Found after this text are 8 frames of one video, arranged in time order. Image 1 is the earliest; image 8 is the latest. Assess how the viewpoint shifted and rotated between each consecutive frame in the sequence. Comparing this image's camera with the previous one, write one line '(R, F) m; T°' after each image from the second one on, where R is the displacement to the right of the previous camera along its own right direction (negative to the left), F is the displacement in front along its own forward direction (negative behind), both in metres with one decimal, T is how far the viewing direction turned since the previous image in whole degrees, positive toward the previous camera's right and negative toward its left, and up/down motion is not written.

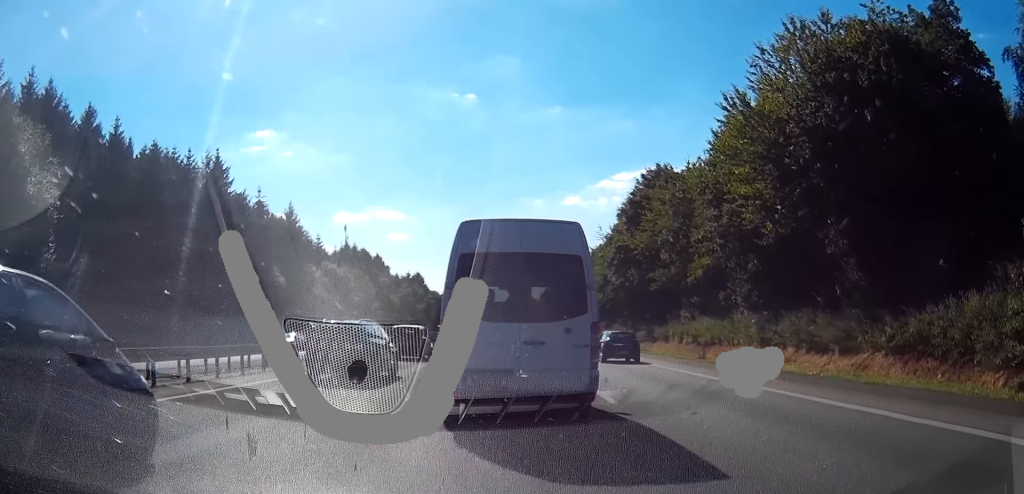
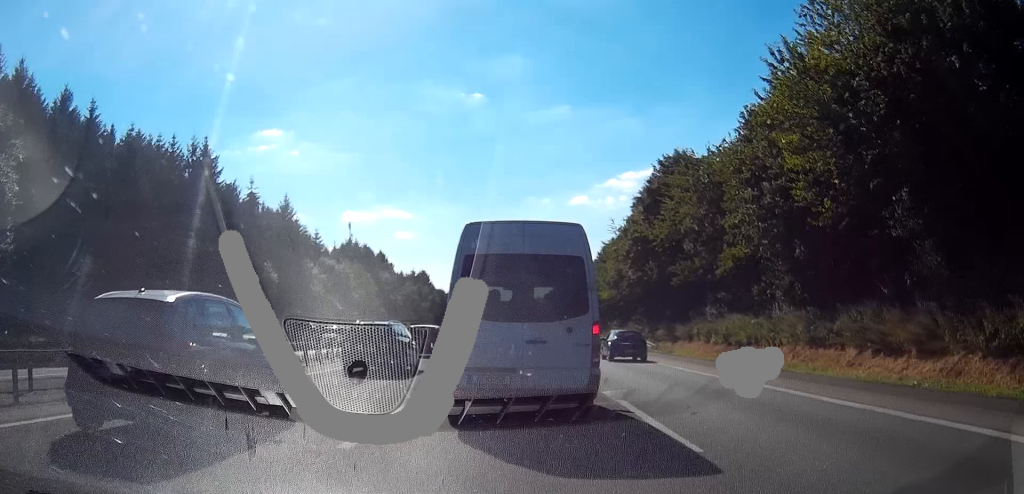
(-0.2, +6.7) m; +2°
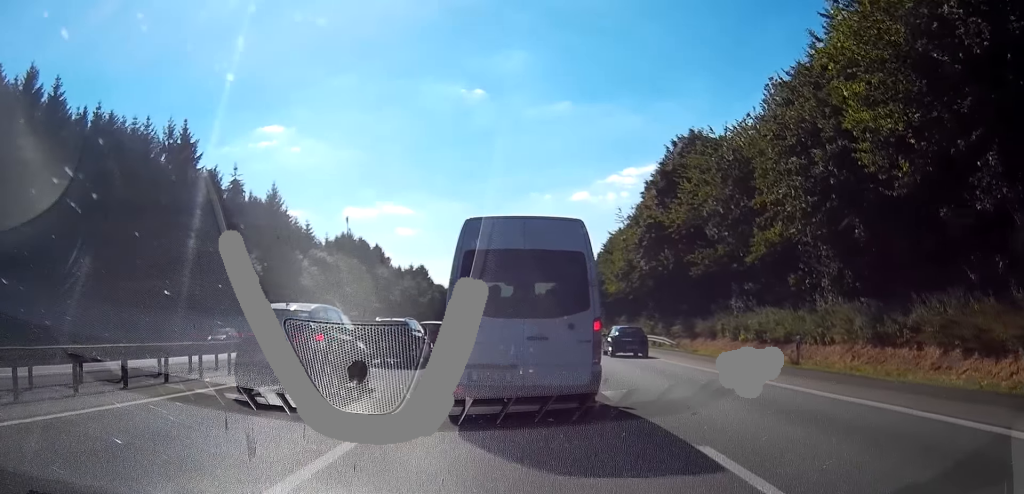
(+0.2, +5.9) m; +4°
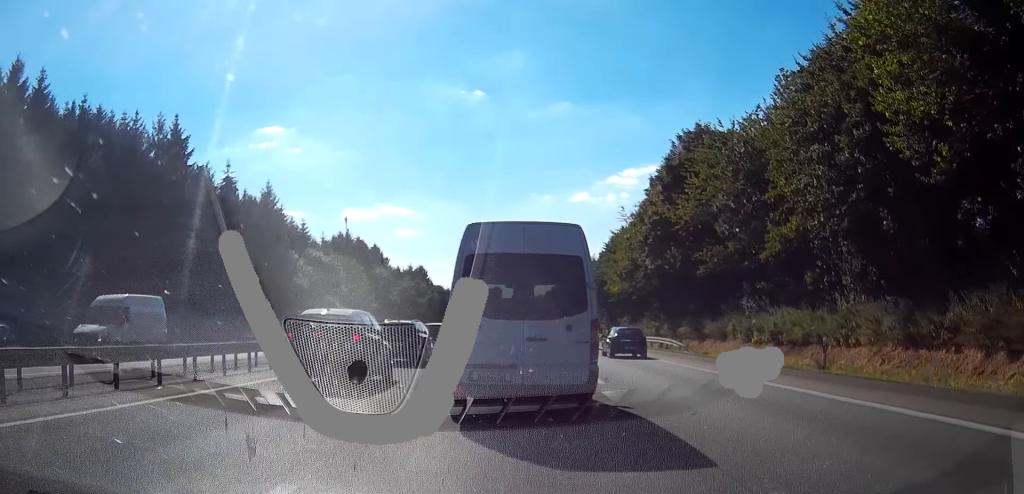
(0.0, +2.8) m; +1°
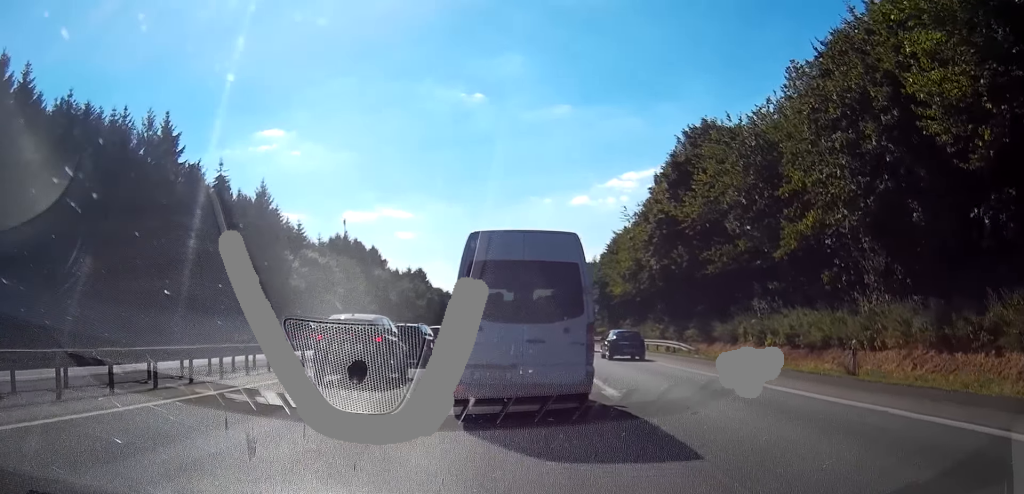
(+0.2, +2.8) m; -1°
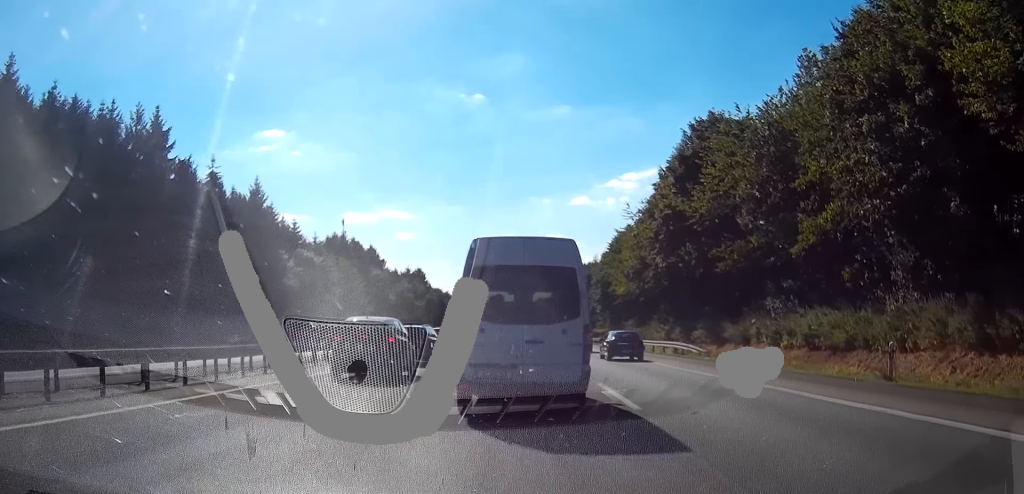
(-0.2, +3.1) m; 0°
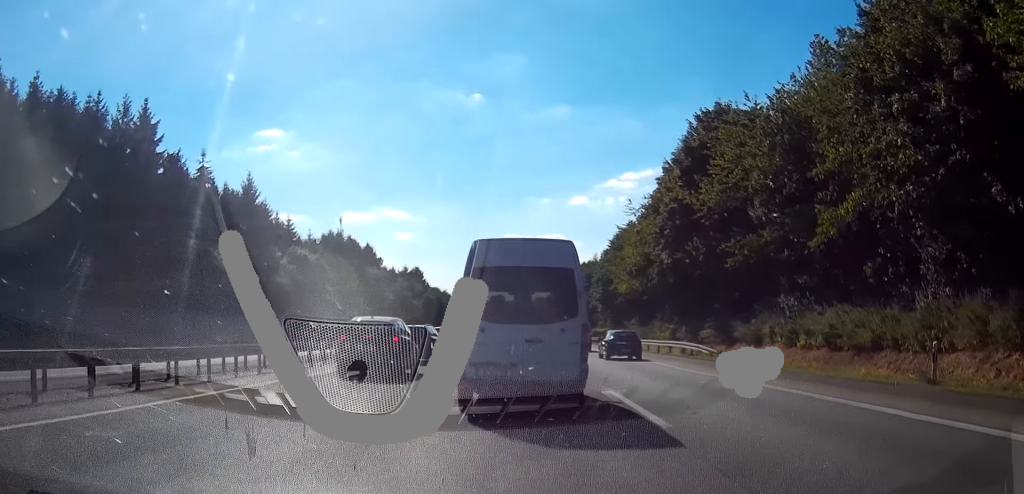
(0.0, +2.8) m; +1°
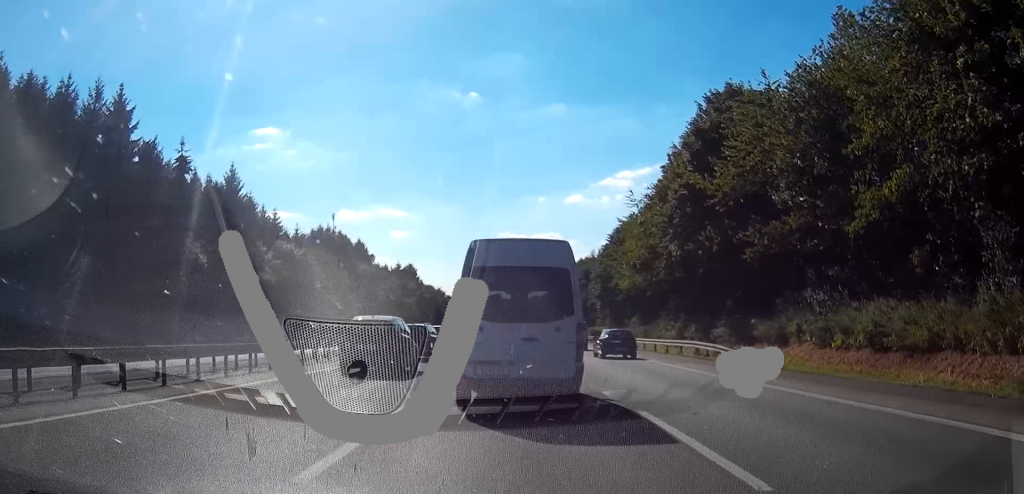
(+0.2, +4.9) m; +3°
